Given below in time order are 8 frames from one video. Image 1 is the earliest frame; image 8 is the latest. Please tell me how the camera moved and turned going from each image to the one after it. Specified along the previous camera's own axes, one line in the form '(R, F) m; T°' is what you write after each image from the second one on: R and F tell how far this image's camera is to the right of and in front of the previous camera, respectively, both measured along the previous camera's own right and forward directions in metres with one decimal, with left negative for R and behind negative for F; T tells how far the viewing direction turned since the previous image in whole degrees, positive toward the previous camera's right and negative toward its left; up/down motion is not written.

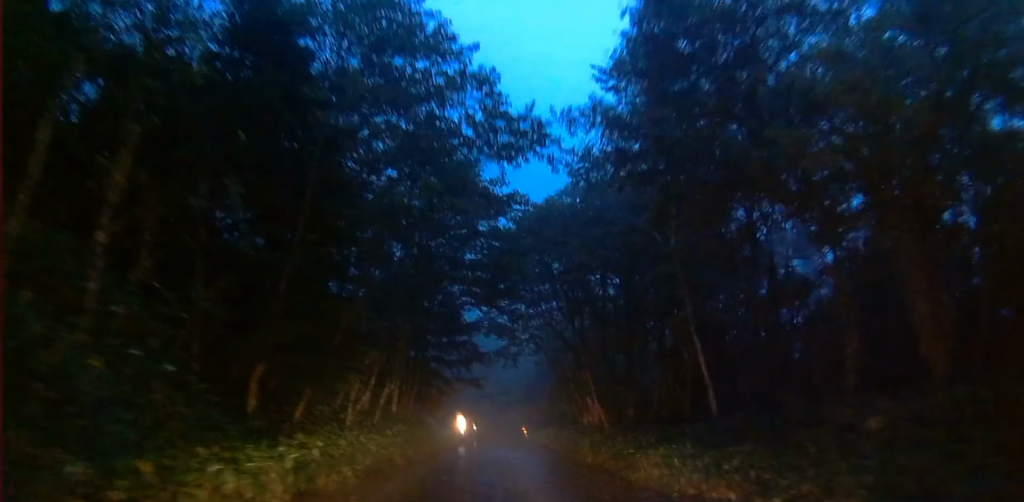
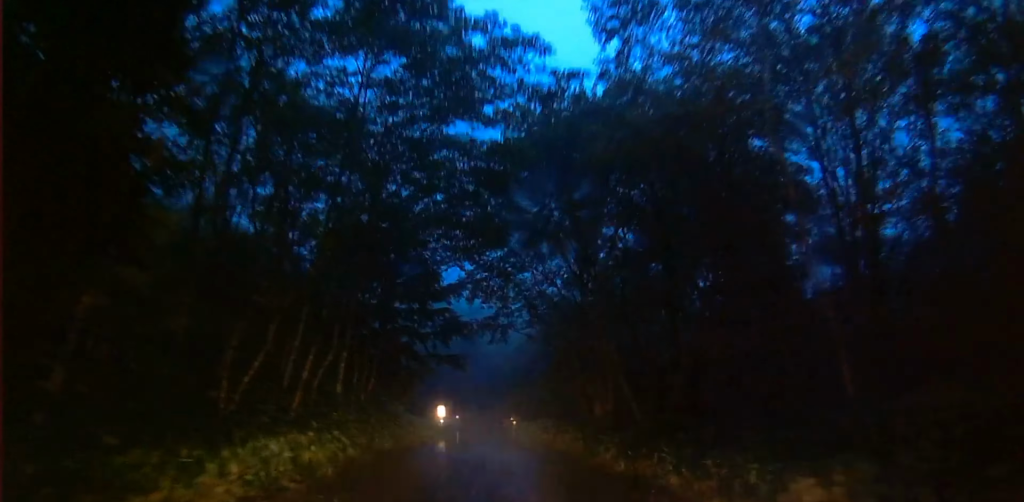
(+0.1, +8.6) m; +2°
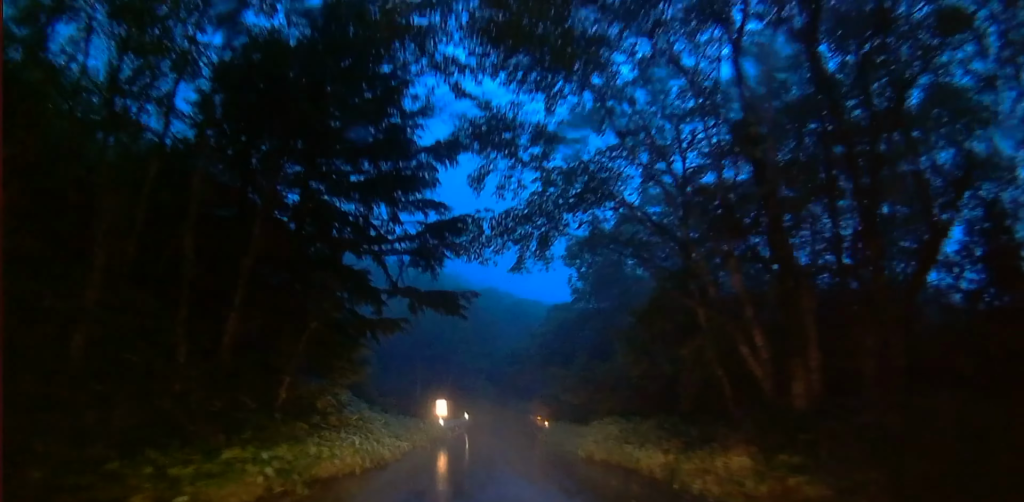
(-0.1, +17.1) m; -3°
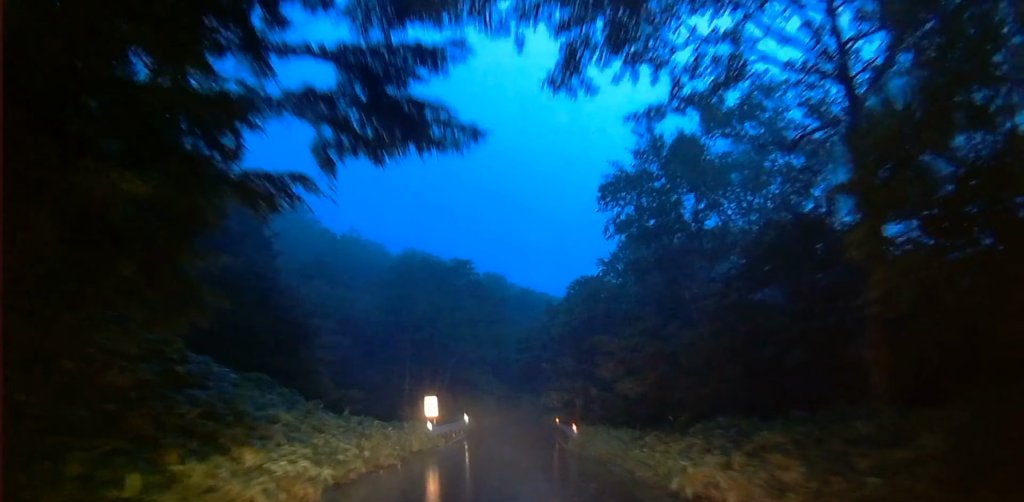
(-0.2, +10.1) m; -3°
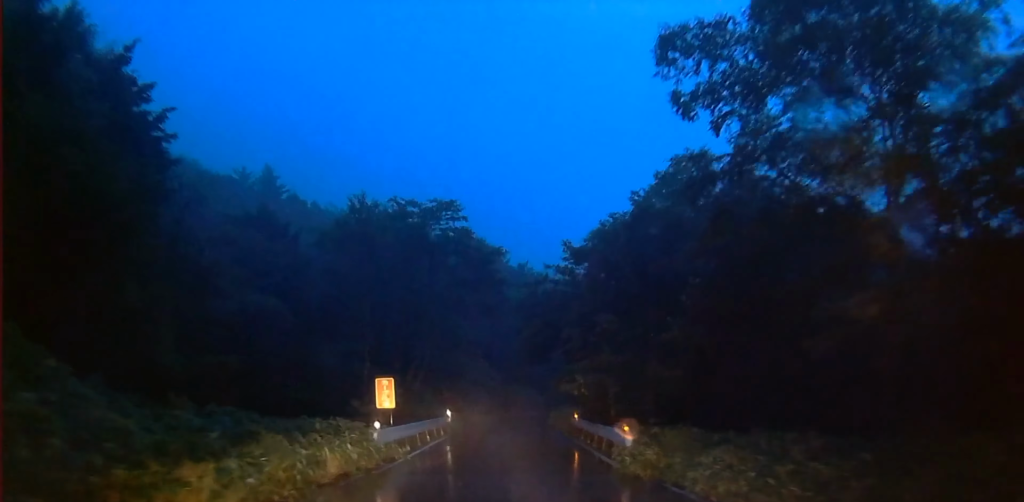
(-0.4, +10.7) m; -2°
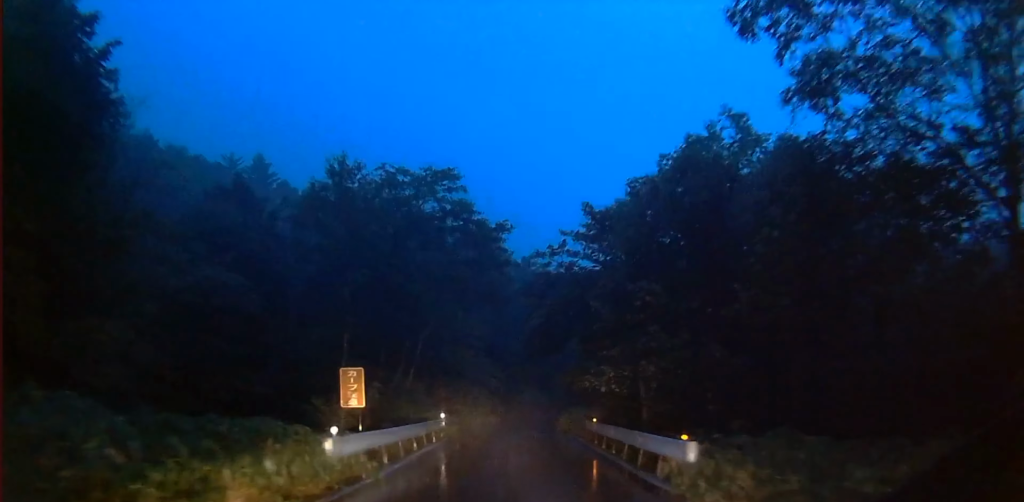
(0.0, +4.8) m; 0°
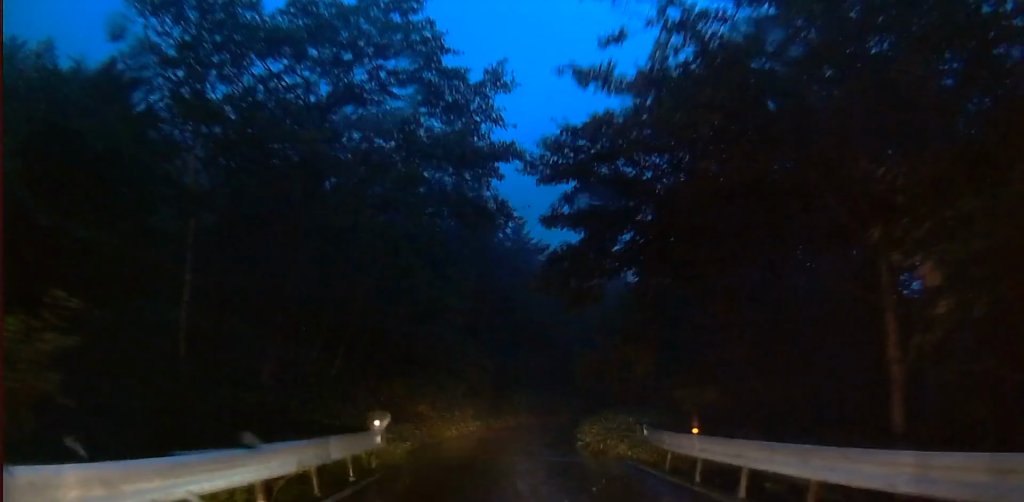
(0.0, +12.5) m; +1°
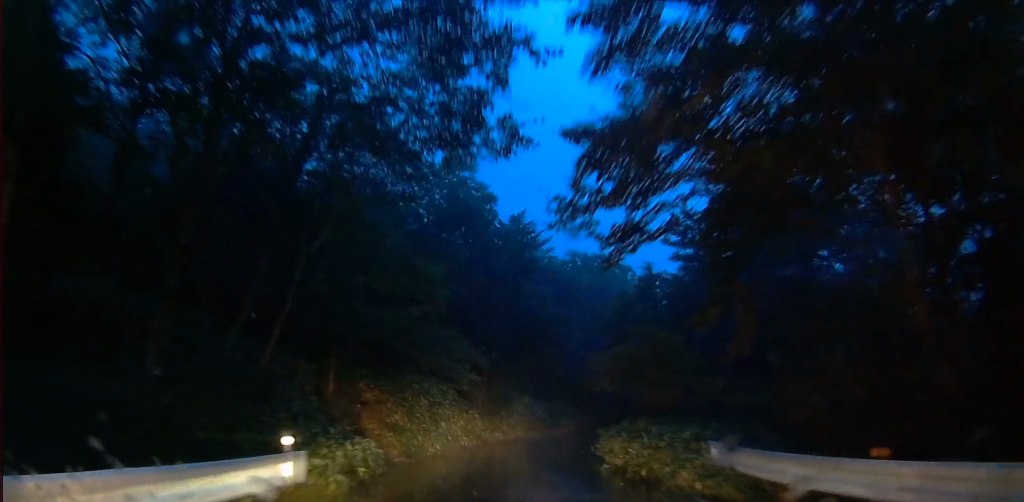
(-0.1, +5.5) m; +3°
